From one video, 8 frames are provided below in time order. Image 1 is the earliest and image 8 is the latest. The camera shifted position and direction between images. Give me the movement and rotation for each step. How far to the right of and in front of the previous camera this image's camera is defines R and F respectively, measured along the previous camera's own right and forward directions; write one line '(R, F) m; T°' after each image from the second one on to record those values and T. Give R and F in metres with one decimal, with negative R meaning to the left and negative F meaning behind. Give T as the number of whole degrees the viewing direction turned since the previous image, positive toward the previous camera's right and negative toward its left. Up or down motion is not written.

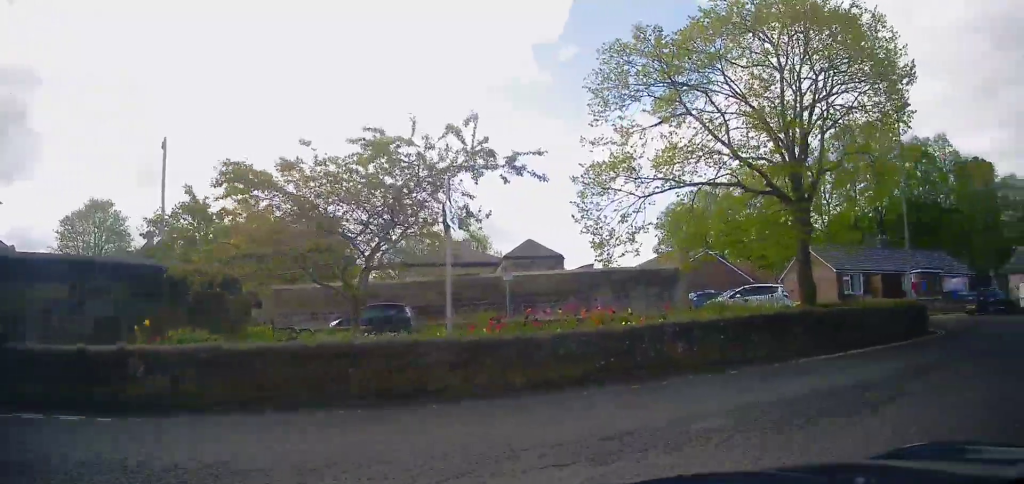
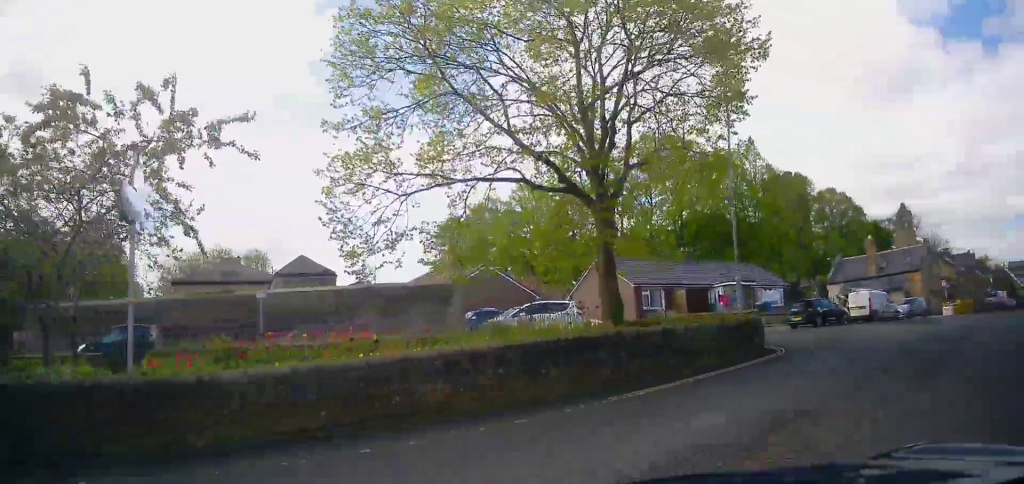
(+0.3, +1.9) m; +18°
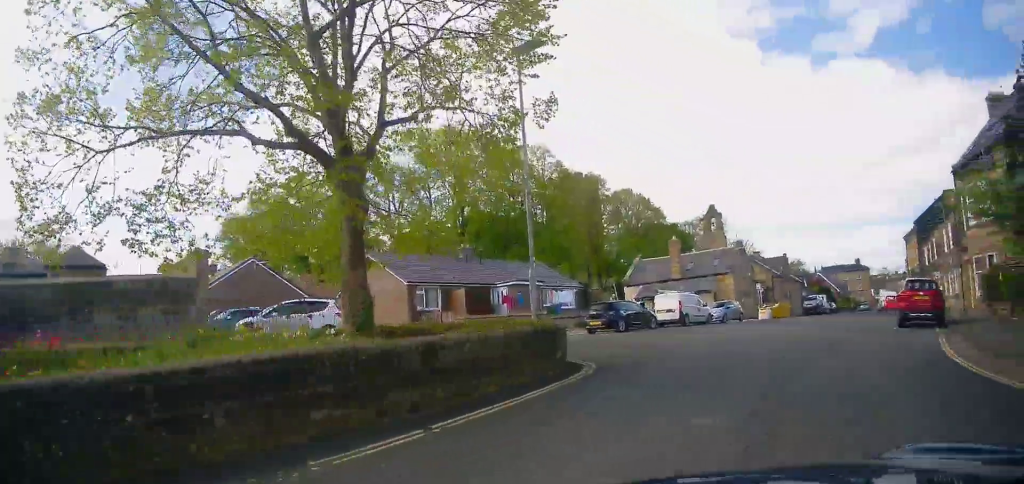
(+0.5, +3.1) m; +23°
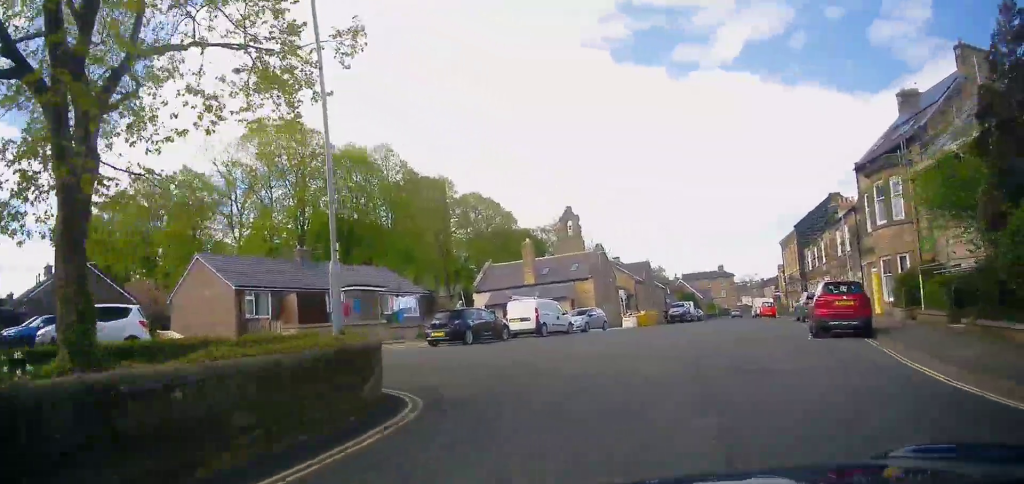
(+0.6, +3.1) m; +17°
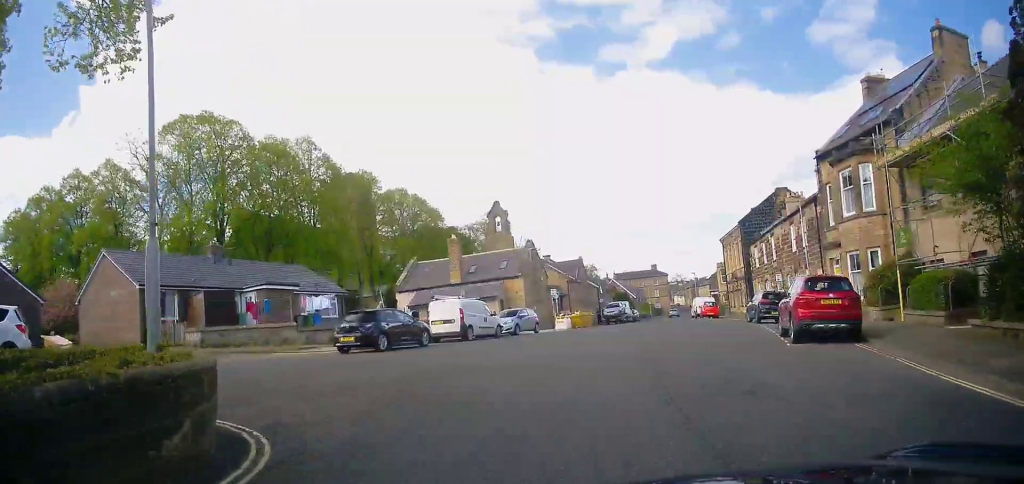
(+0.5, +2.6) m; +2°
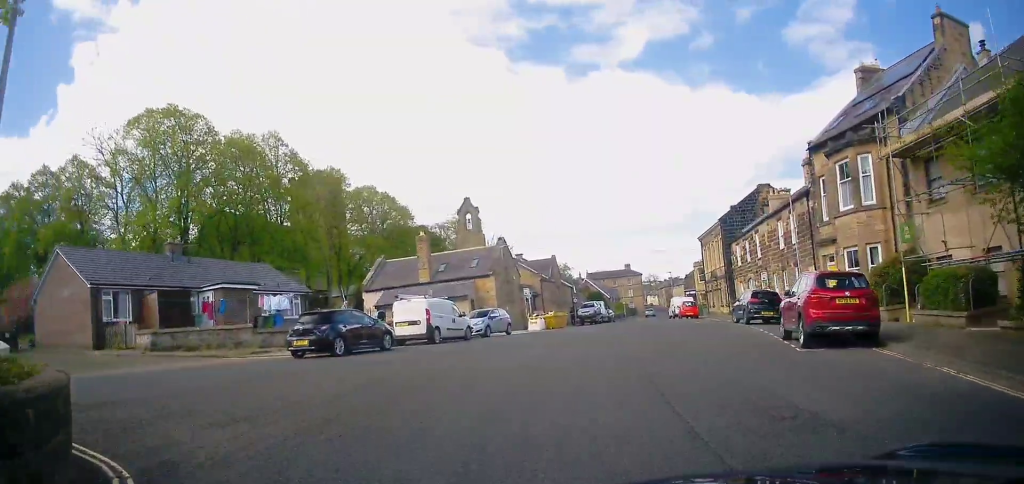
(-0.2, +1.9) m; +3°
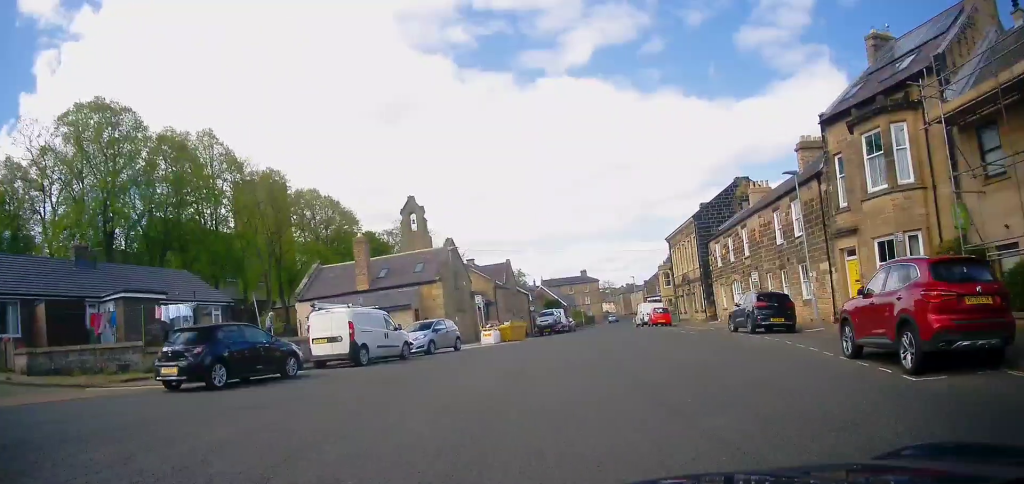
(+0.4, +5.1) m; +6°
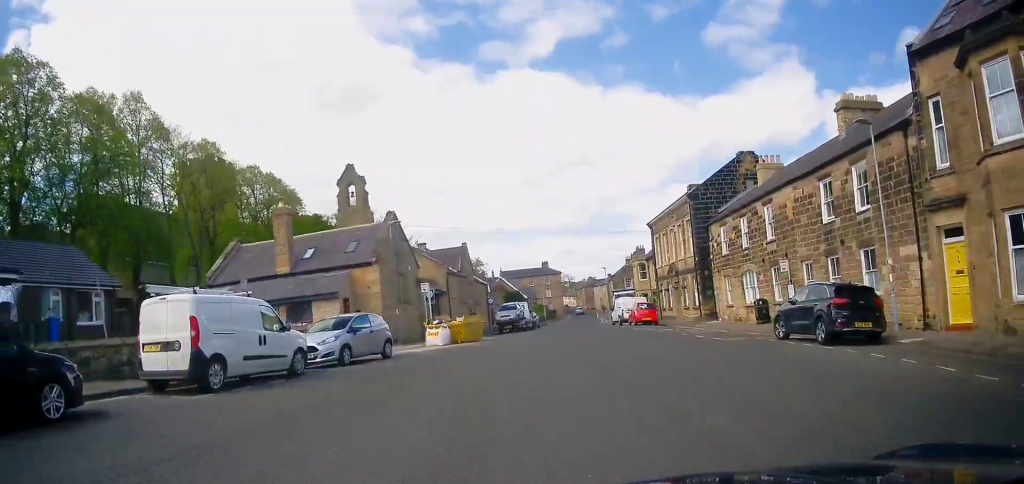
(-0.3, +7.0) m; +3°
